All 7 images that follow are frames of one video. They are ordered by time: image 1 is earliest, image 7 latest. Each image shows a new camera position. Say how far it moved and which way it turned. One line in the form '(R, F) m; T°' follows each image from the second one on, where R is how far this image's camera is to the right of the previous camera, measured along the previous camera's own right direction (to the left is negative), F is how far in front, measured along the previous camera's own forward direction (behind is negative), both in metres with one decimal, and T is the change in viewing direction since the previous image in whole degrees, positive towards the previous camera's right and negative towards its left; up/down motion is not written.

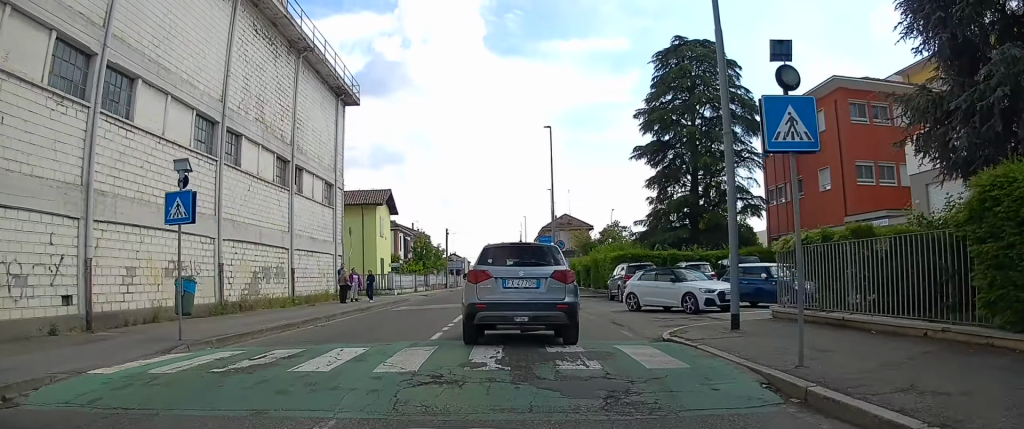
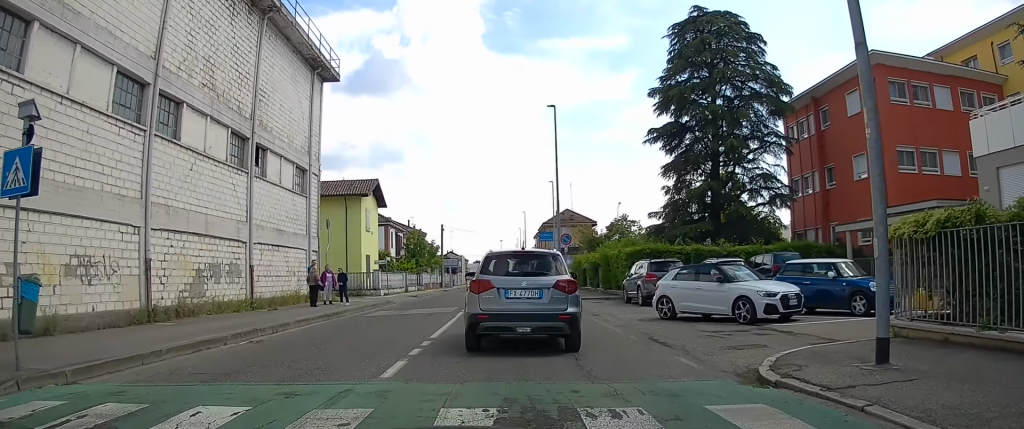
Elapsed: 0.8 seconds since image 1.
(-0.2, +4.6) m; 0°
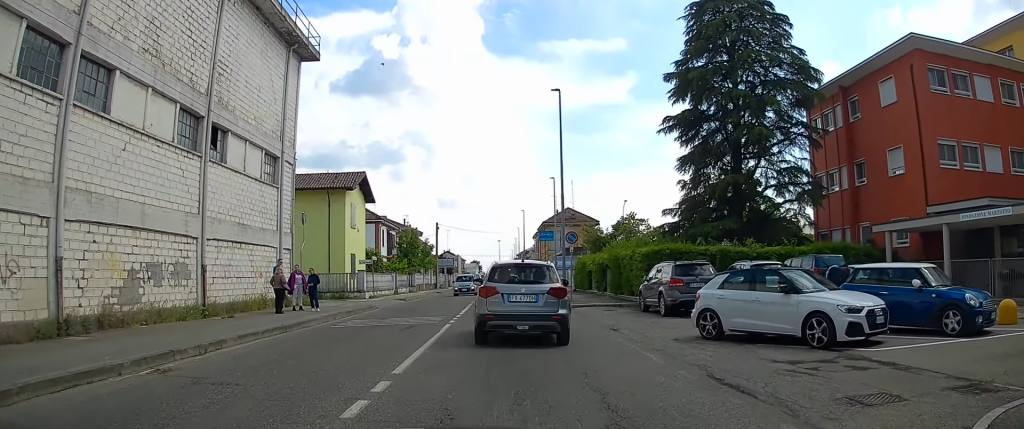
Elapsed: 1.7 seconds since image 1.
(+0.2, +4.1) m; +1°
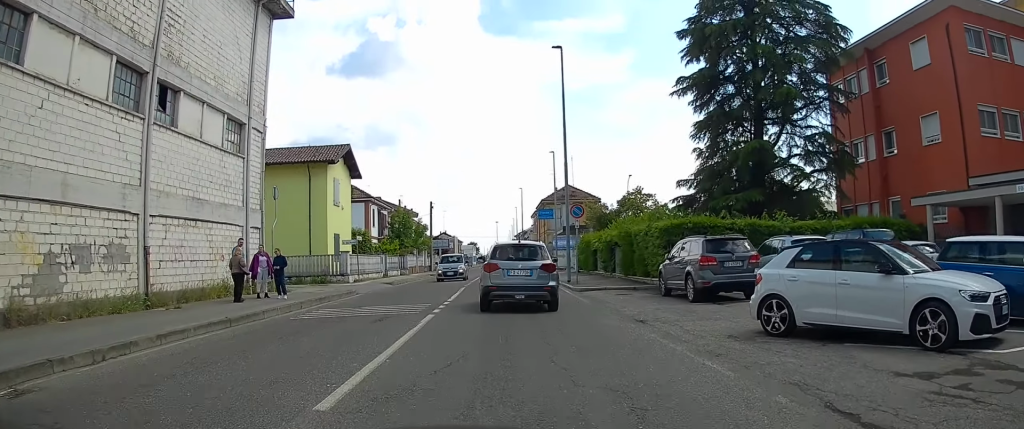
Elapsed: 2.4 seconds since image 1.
(0.0, +3.5) m; 0°
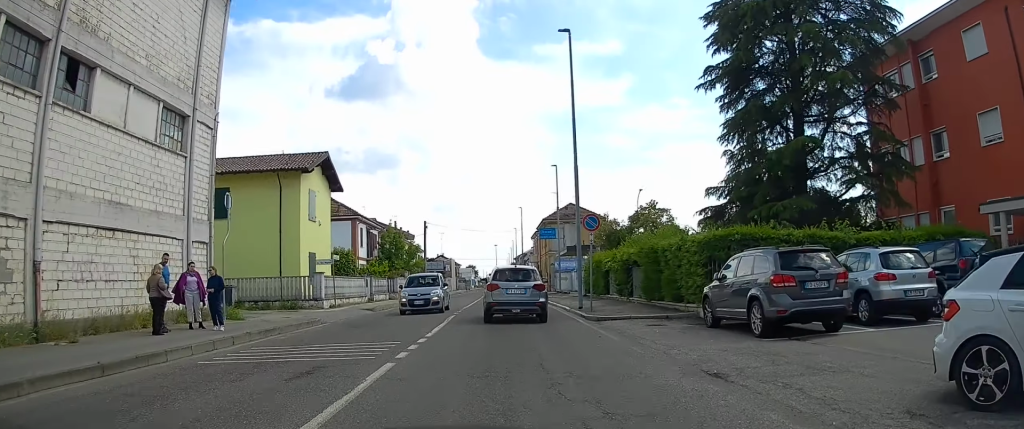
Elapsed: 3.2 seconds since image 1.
(-0.1, +4.5) m; 0°
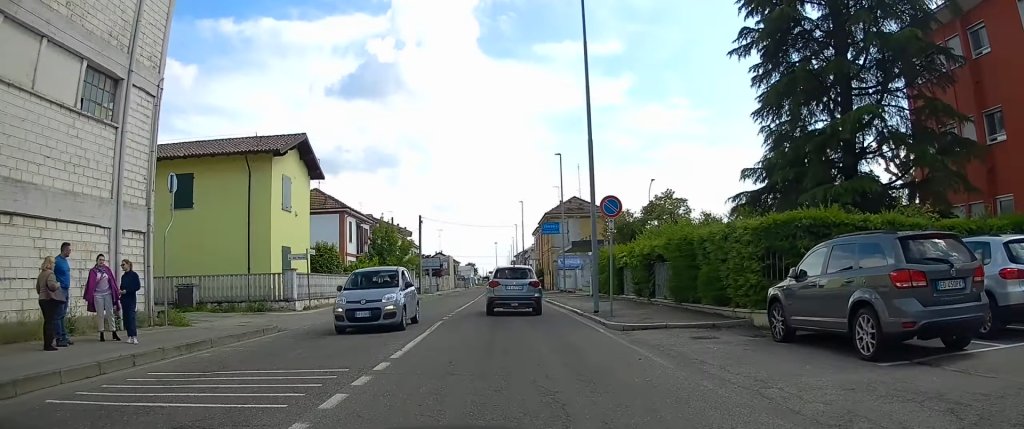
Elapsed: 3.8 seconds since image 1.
(+0.1, +3.7) m; 0°
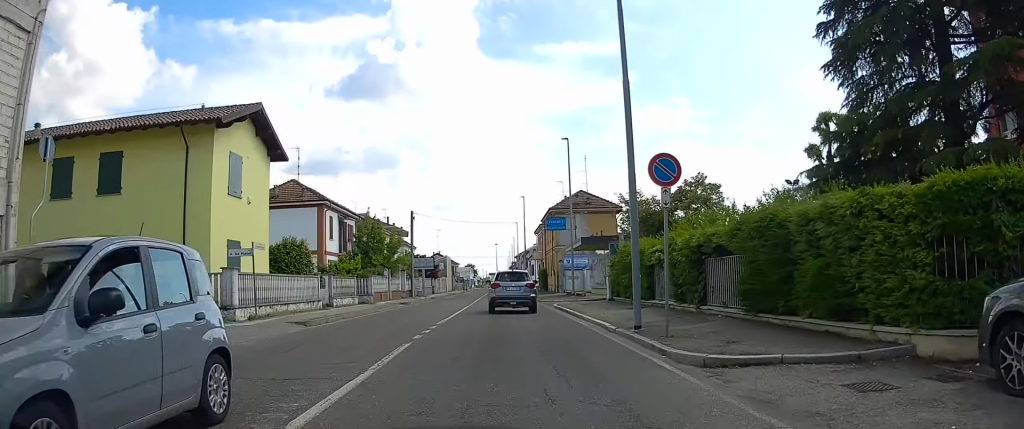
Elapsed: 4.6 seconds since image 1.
(-0.1, +5.8) m; -1°
